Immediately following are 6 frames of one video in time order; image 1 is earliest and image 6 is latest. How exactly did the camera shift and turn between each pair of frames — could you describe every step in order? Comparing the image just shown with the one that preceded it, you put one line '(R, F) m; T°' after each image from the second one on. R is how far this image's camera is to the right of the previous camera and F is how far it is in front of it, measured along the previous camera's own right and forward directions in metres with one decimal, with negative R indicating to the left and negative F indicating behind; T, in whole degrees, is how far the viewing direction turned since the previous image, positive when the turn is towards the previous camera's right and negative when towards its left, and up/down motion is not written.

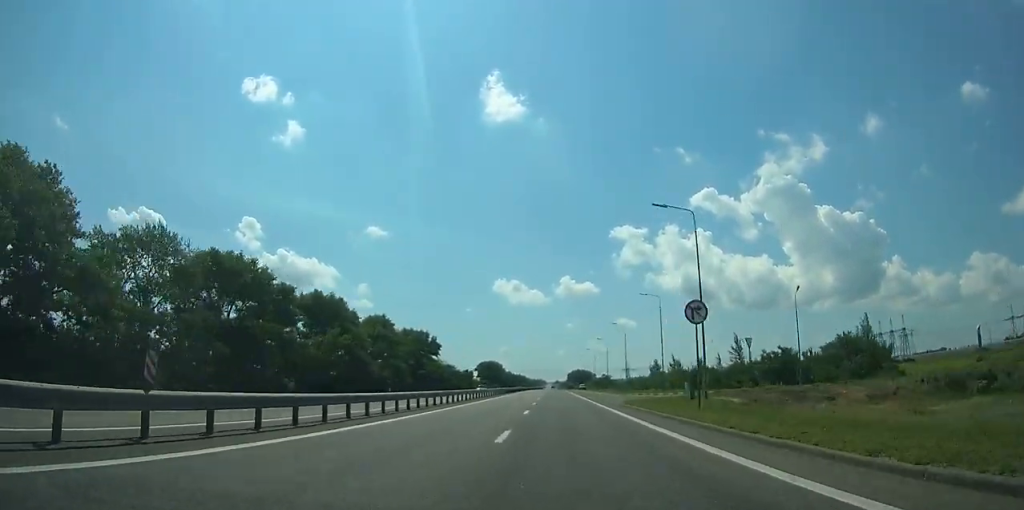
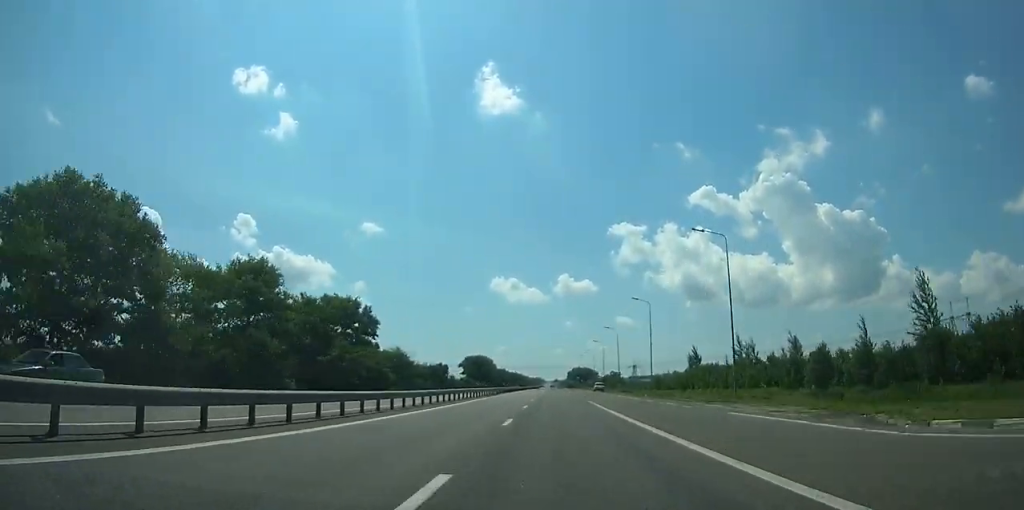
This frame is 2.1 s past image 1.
(+0.1, +54.9) m; 0°
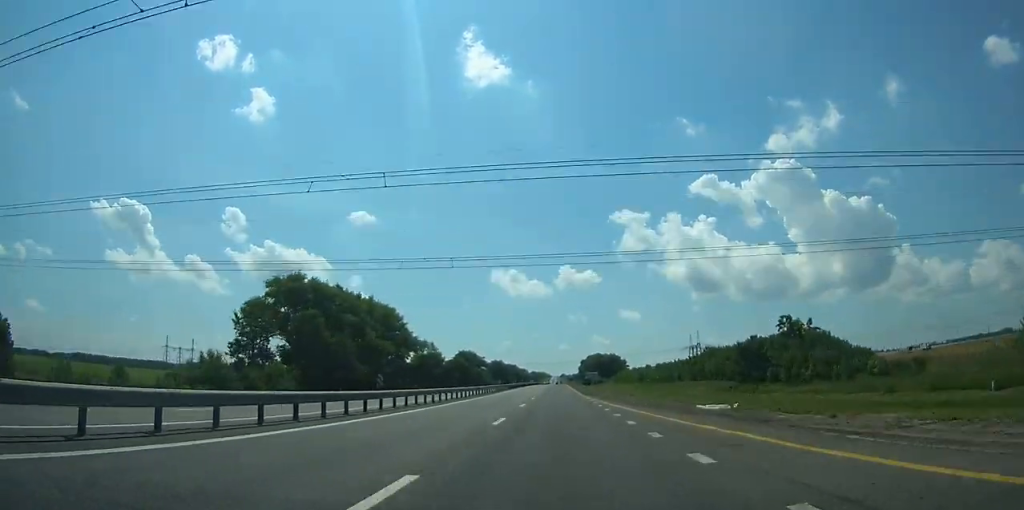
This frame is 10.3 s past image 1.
(+10.0, +218.3) m; -1°
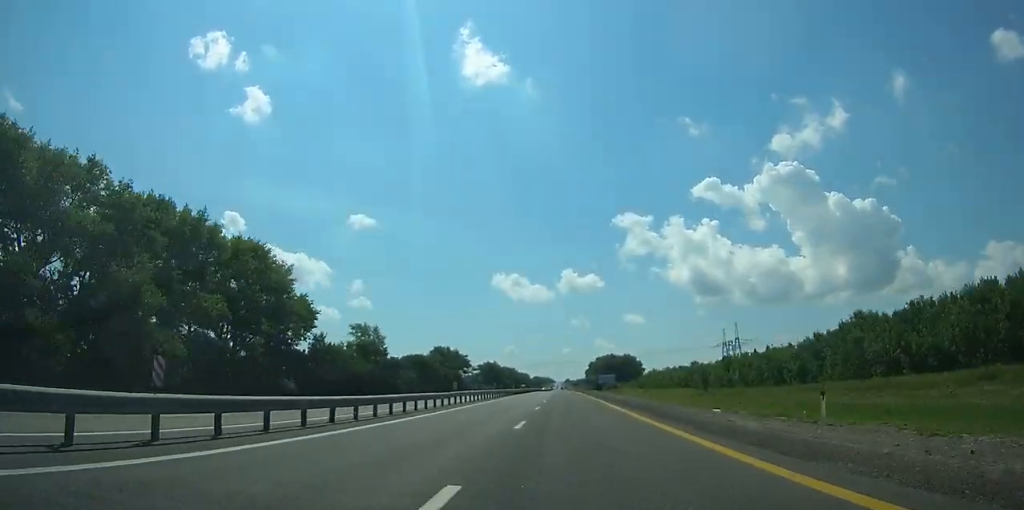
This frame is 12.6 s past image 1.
(-8.3, +60.2) m; -3°
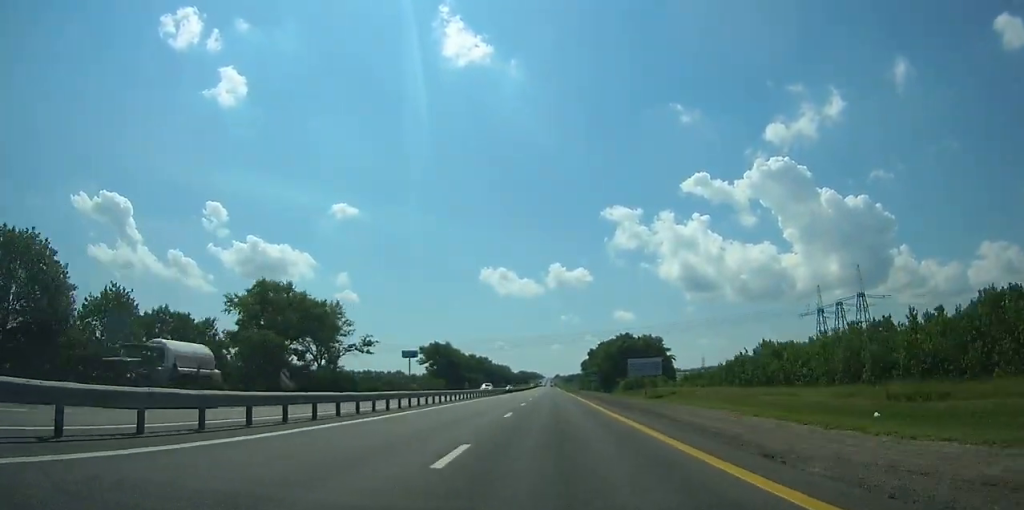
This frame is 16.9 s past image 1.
(+5.1, +114.8) m; +4°
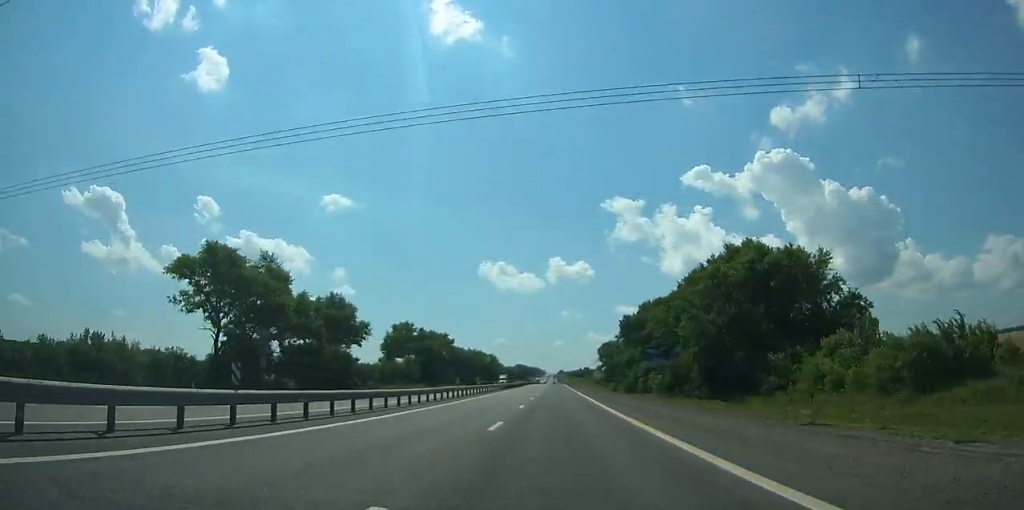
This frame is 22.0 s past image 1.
(+0.2, +142.4) m; 0°
